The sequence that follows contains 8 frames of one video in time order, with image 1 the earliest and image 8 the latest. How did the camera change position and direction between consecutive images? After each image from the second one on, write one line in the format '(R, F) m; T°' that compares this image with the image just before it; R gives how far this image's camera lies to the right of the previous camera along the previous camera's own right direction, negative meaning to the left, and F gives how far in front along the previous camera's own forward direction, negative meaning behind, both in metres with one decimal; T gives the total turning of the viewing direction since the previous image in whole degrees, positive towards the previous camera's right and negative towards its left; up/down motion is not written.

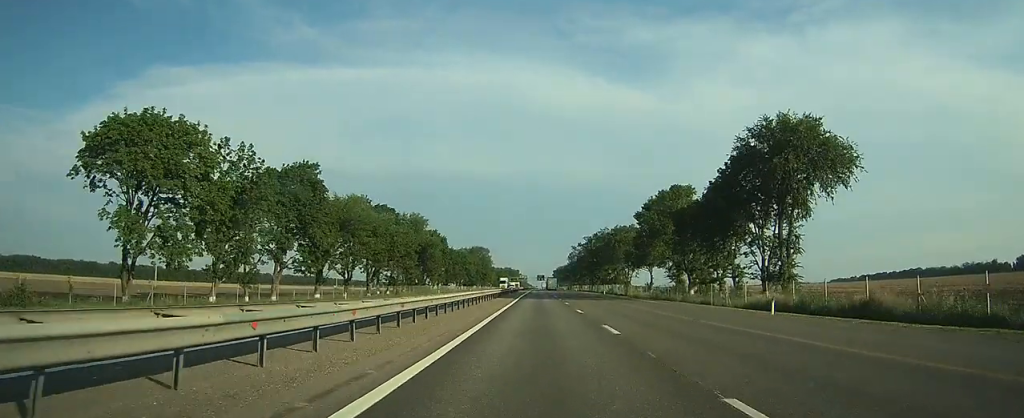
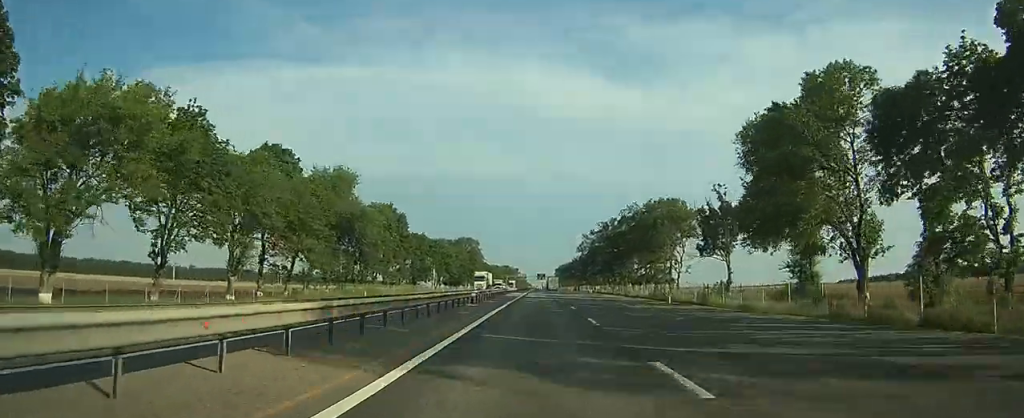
(0.0, +45.8) m; 0°
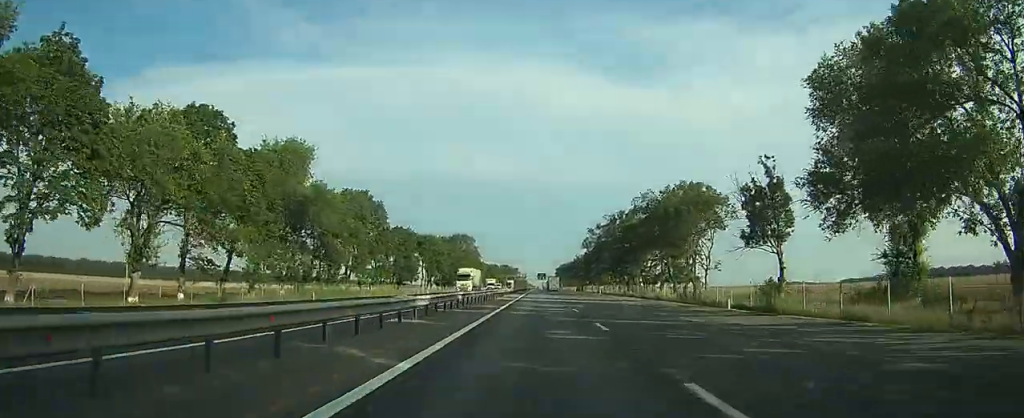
(0.0, +14.7) m; 0°
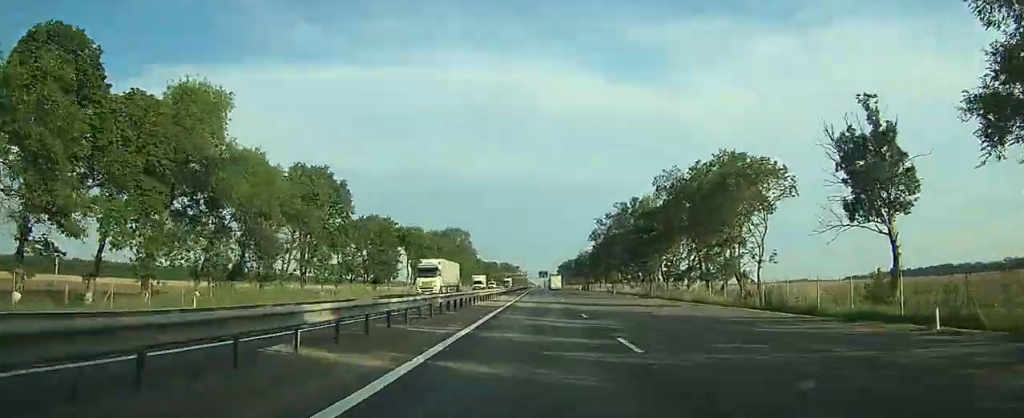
(0.0, +18.1) m; 0°
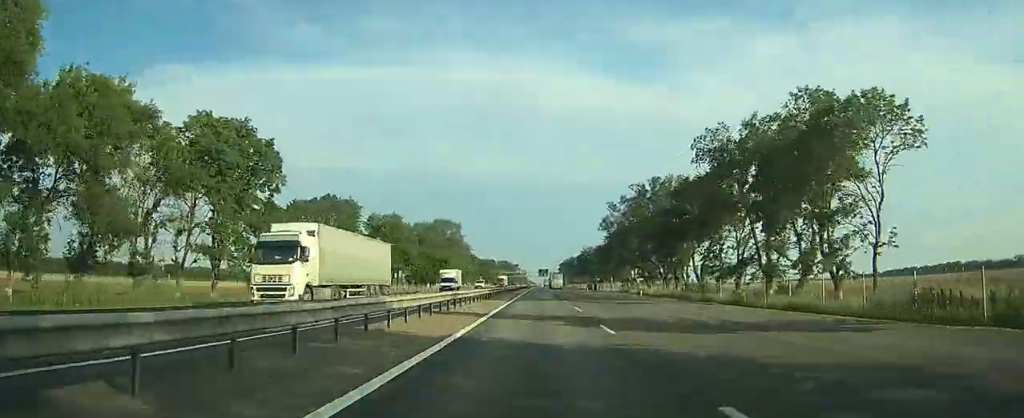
(+0.2, +21.3) m; 0°
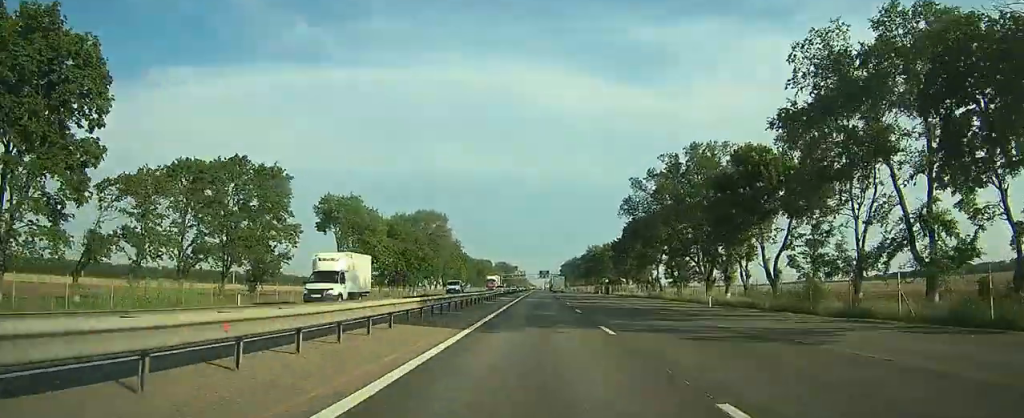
(-0.2, +25.4) m; 0°
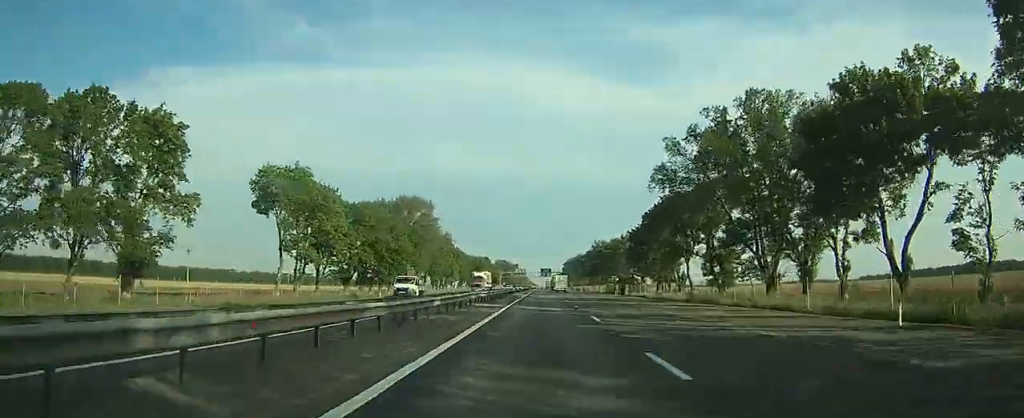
(-0.1, +20.8) m; +1°
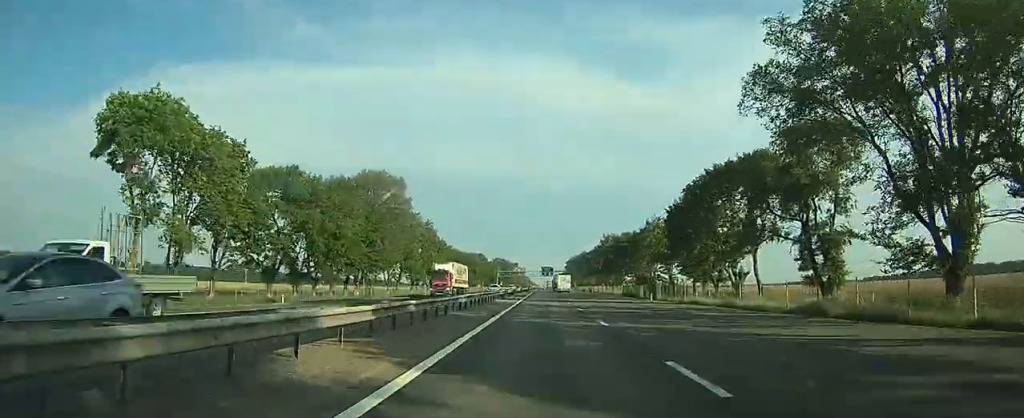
(+0.6, +27.1) m; +1°
